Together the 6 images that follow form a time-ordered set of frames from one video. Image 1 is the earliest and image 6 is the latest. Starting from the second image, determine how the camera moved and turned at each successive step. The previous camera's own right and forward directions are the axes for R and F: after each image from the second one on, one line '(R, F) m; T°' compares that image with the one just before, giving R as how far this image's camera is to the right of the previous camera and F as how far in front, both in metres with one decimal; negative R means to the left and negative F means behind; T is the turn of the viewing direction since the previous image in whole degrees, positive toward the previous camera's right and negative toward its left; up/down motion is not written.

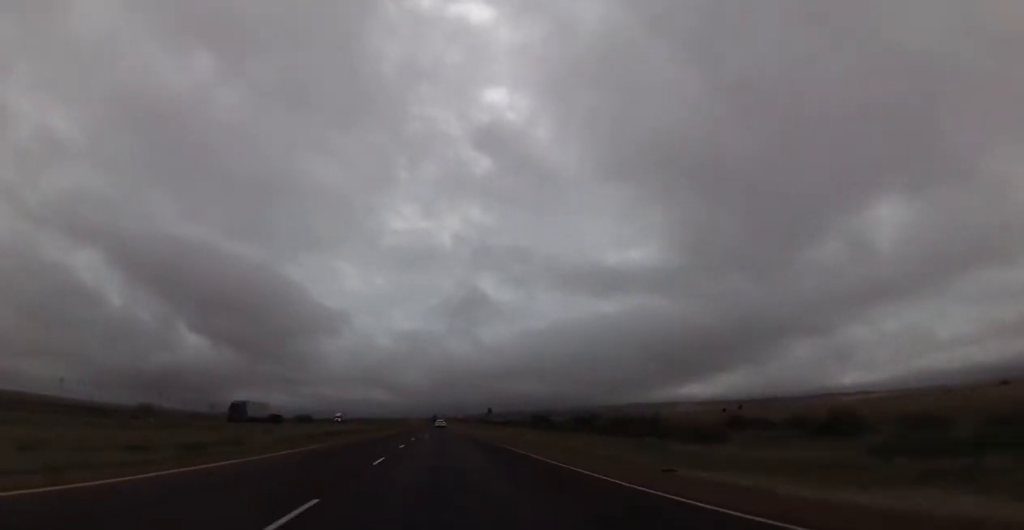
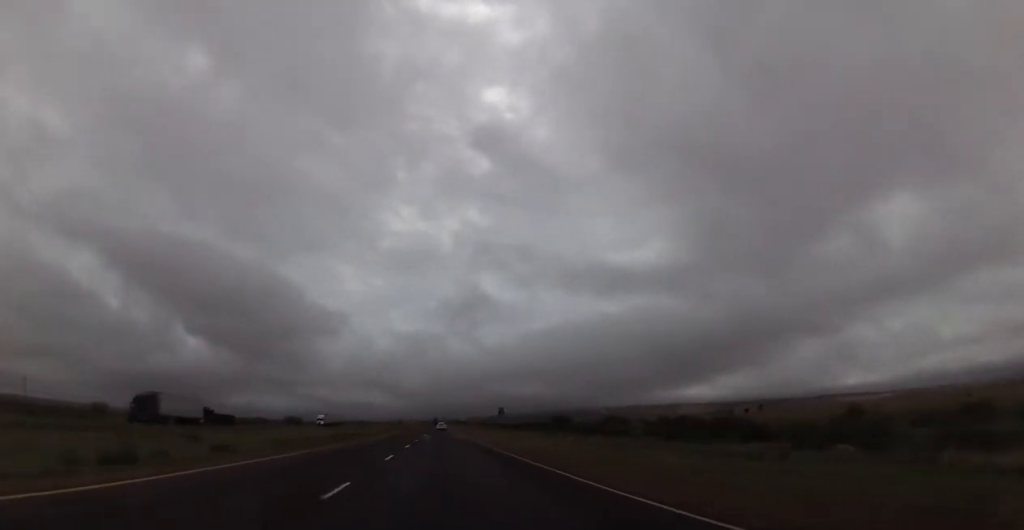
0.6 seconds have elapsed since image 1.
(0.0, +20.4) m; 0°
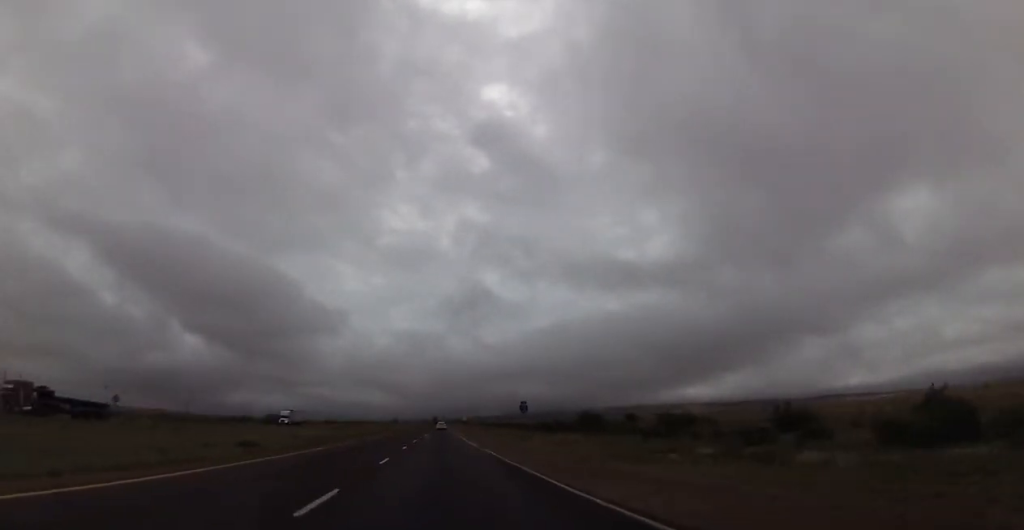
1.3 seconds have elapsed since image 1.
(-0.4, +26.5) m; 0°
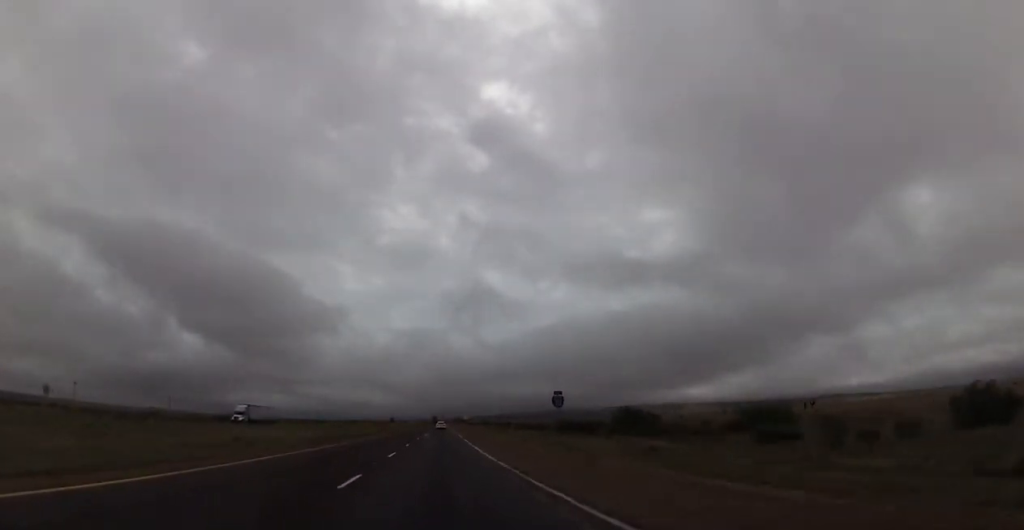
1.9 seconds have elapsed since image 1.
(+0.2, +20.5) m; 0°
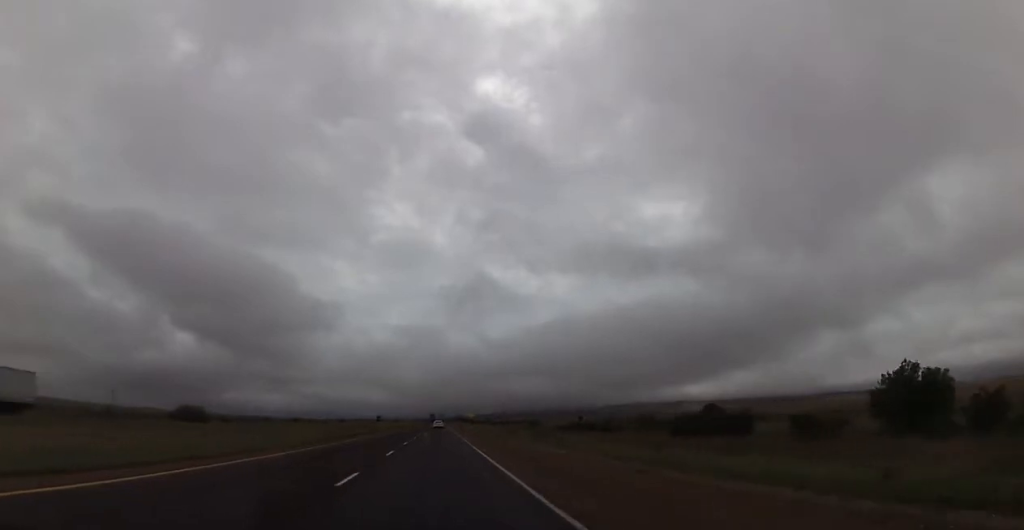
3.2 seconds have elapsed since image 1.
(+0.3, +48.2) m; 0°
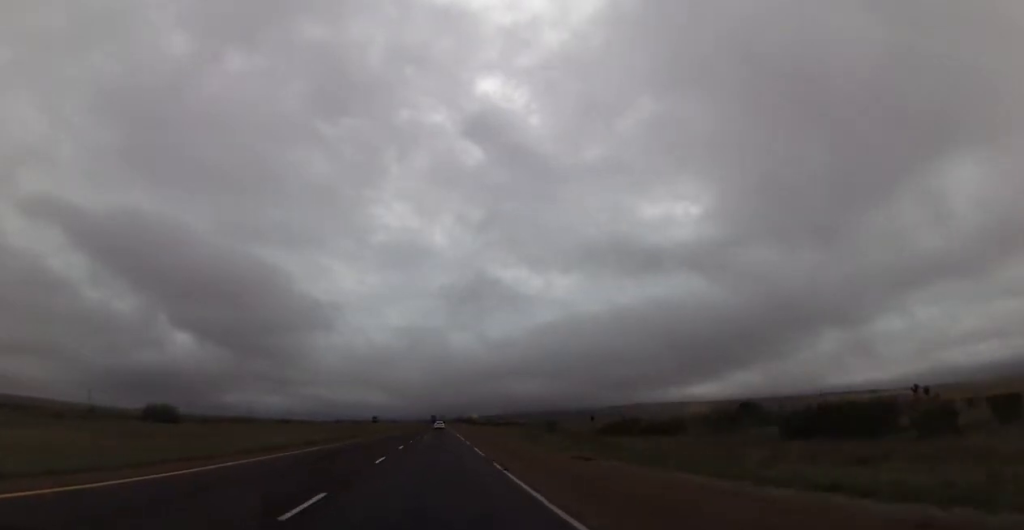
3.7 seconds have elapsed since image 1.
(0.0, +16.9) m; 0°
